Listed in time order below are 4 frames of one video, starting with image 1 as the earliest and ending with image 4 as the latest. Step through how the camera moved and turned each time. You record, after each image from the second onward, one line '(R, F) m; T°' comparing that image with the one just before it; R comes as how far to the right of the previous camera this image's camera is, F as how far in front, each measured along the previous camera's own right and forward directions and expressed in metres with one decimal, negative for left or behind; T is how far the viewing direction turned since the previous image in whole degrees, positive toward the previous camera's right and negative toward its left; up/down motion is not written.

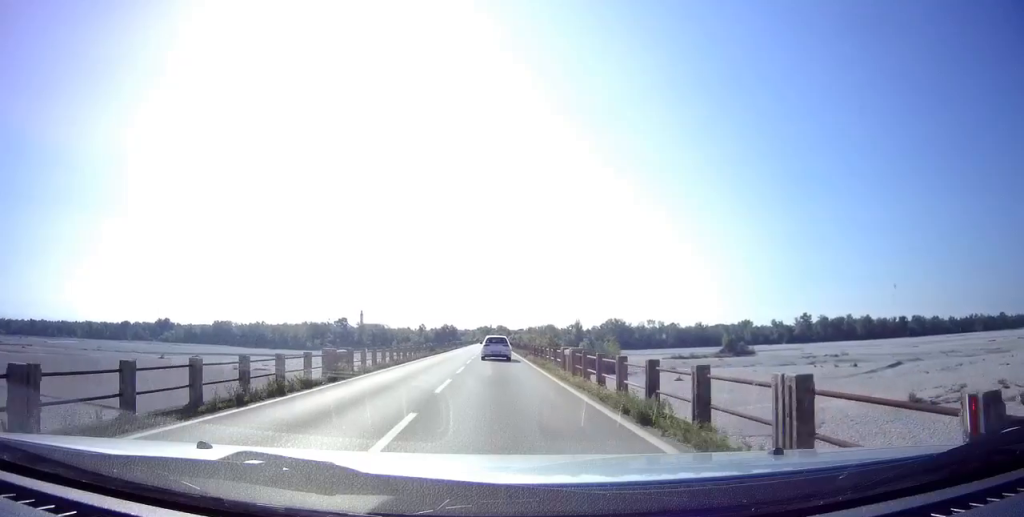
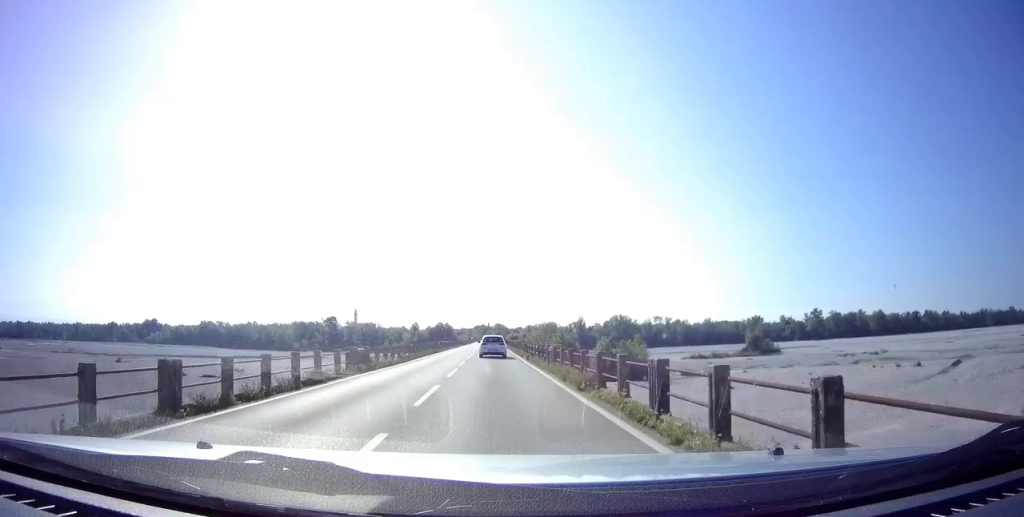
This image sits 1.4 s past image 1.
(+0.1, +24.8) m; -1°
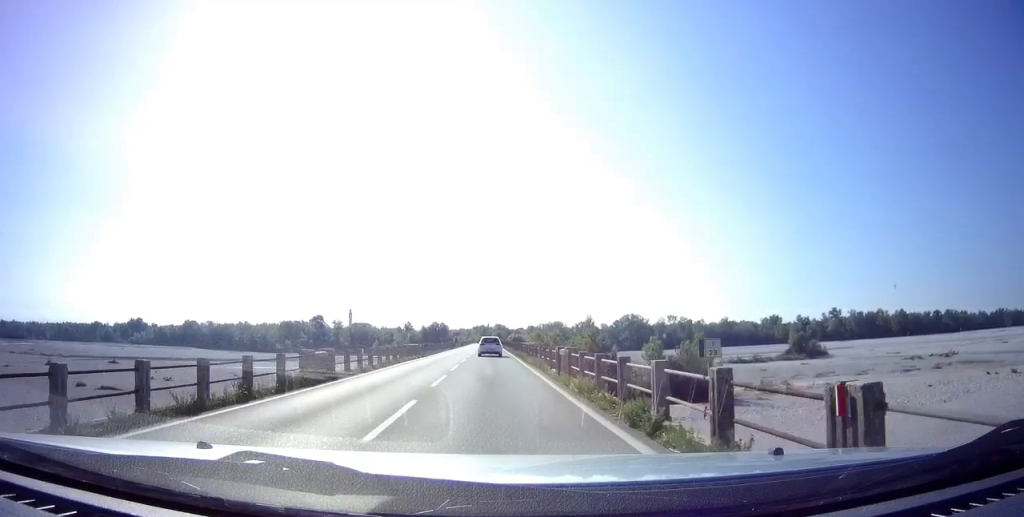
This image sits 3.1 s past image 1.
(-0.5, +32.6) m; 0°
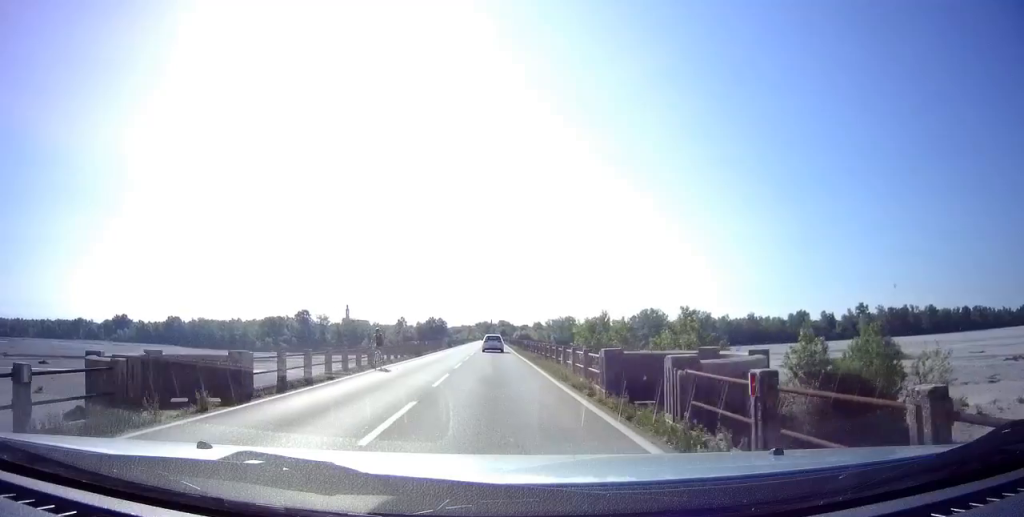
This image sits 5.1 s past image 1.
(+0.4, +37.2) m; +1°
